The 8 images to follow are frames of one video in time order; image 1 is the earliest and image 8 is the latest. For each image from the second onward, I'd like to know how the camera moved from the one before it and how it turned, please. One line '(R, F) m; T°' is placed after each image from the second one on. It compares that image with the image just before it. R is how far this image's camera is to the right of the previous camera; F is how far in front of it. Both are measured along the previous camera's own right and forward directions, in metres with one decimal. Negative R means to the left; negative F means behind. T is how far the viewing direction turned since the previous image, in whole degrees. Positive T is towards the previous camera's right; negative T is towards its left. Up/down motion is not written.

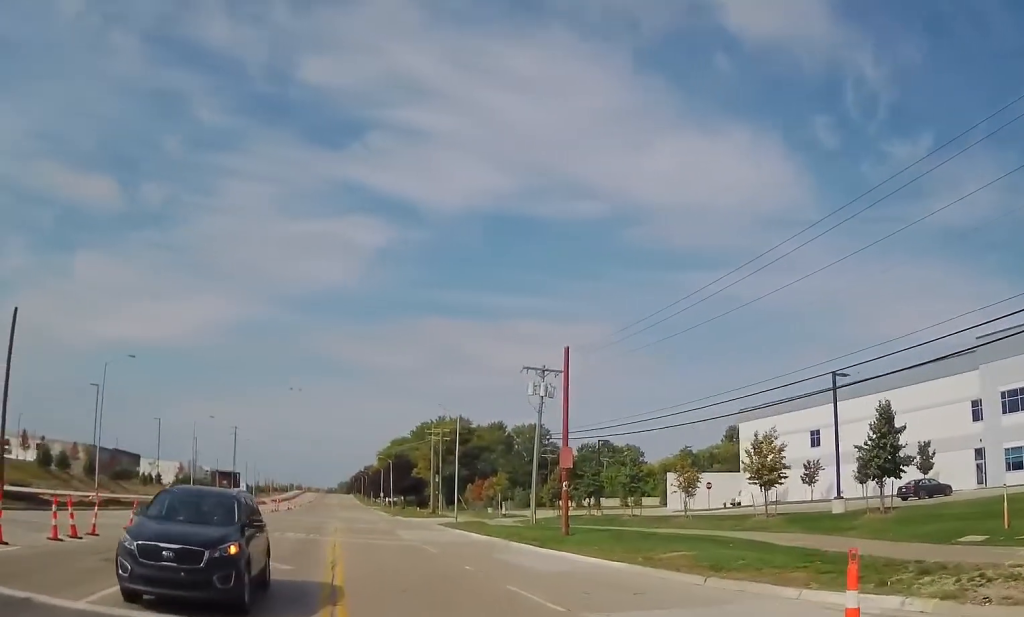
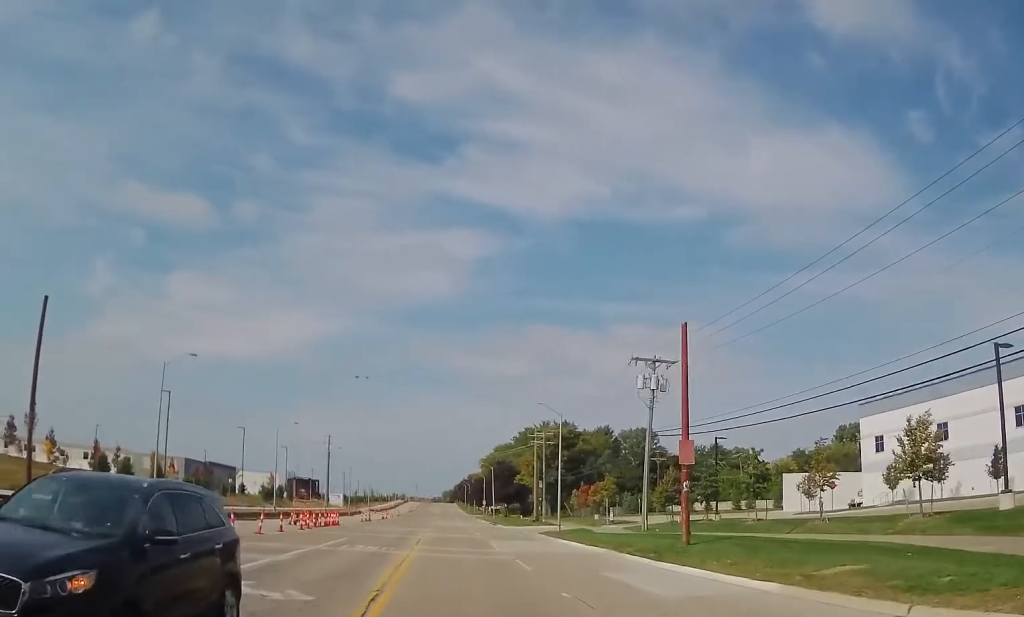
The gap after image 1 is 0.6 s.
(-0.4, +5.3) m; -10°
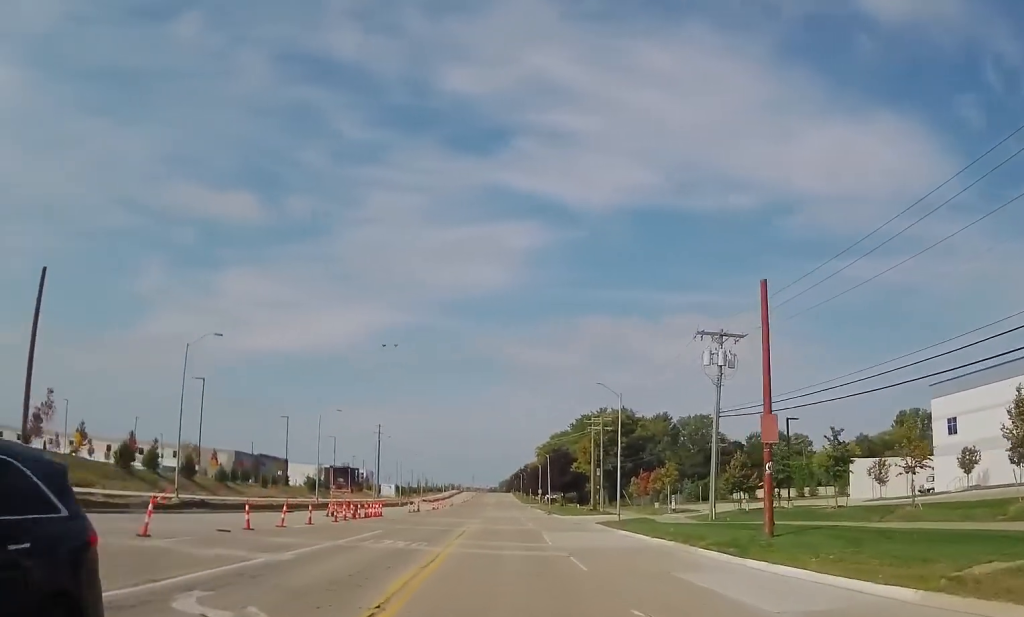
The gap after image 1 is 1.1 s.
(-0.4, +4.2) m; -6°
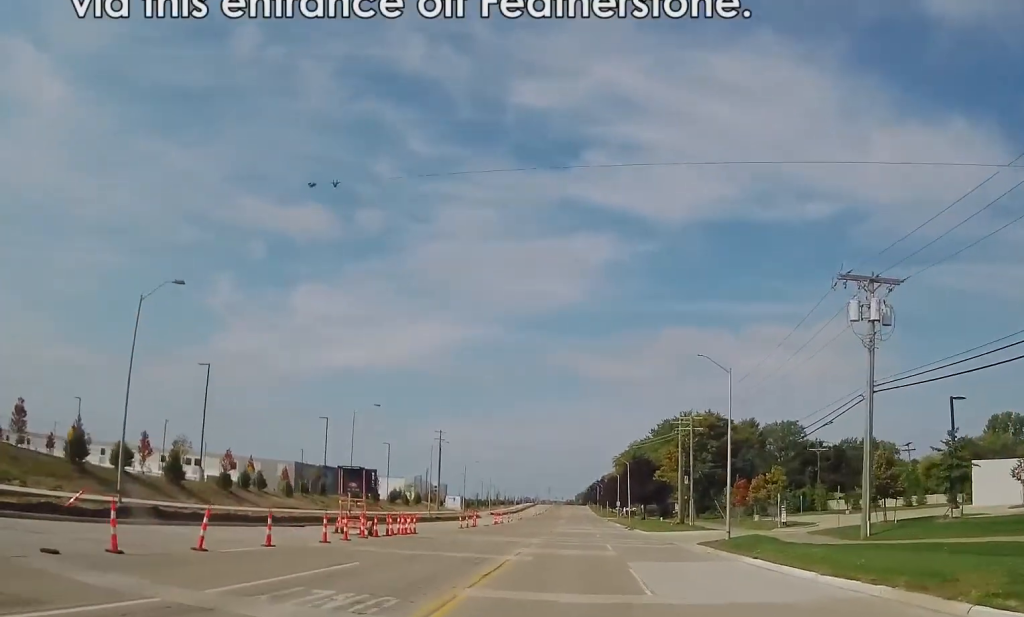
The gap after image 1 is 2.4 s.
(-1.9, +13.1) m; -9°
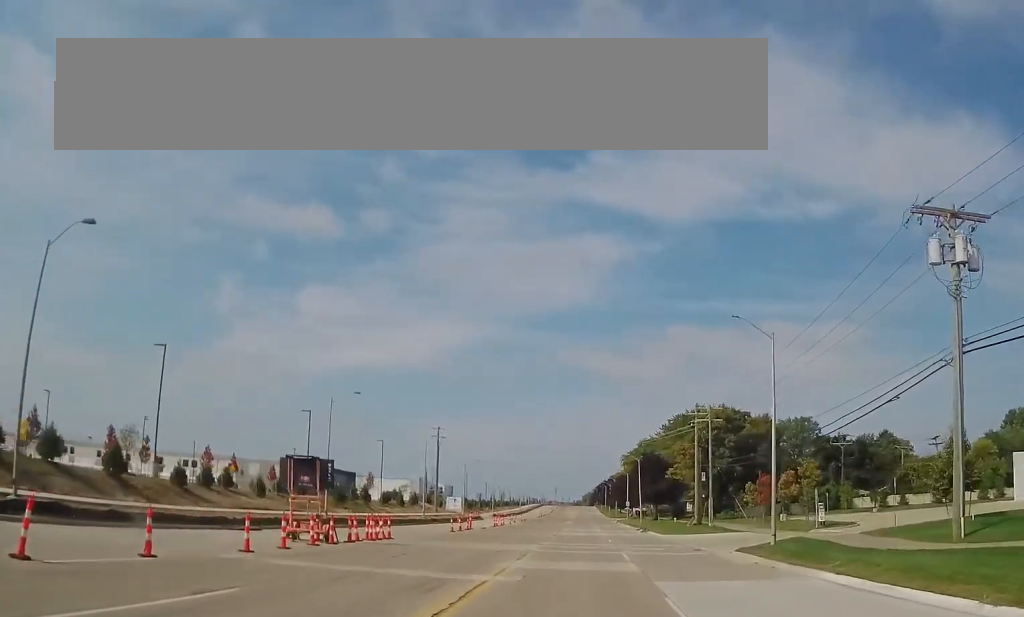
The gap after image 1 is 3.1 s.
(+0.3, +7.9) m; 0°
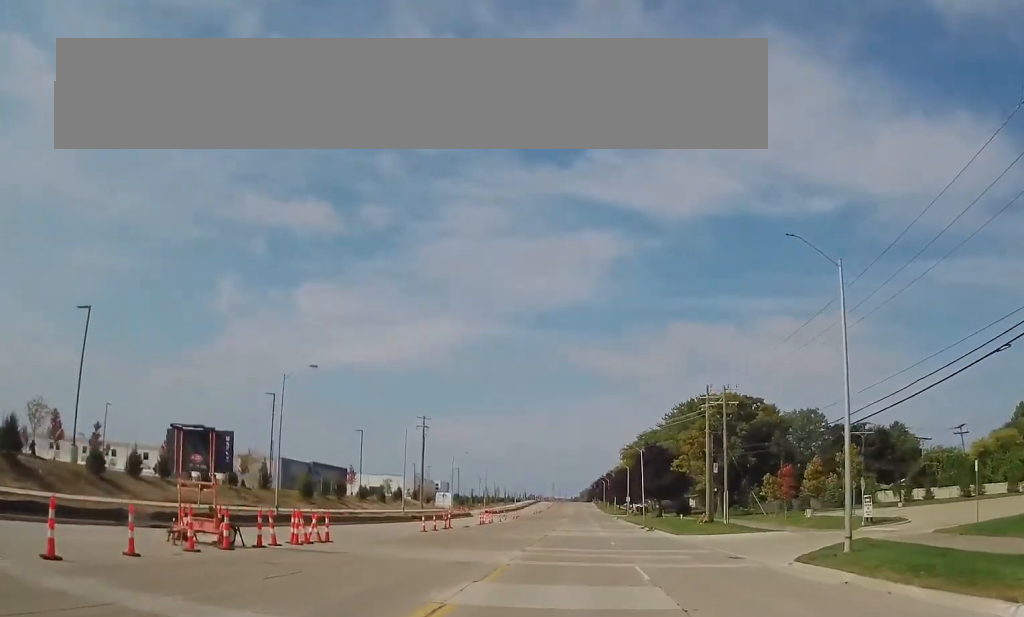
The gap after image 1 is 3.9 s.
(0.0, +9.2) m; -1°
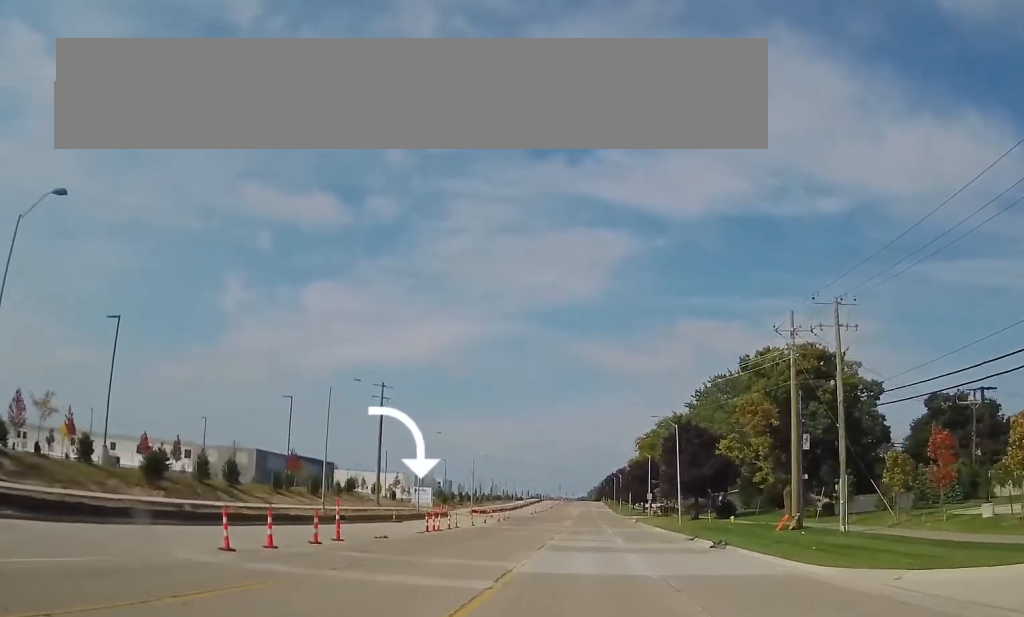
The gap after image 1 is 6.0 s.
(-0.7, +27.5) m; -1°
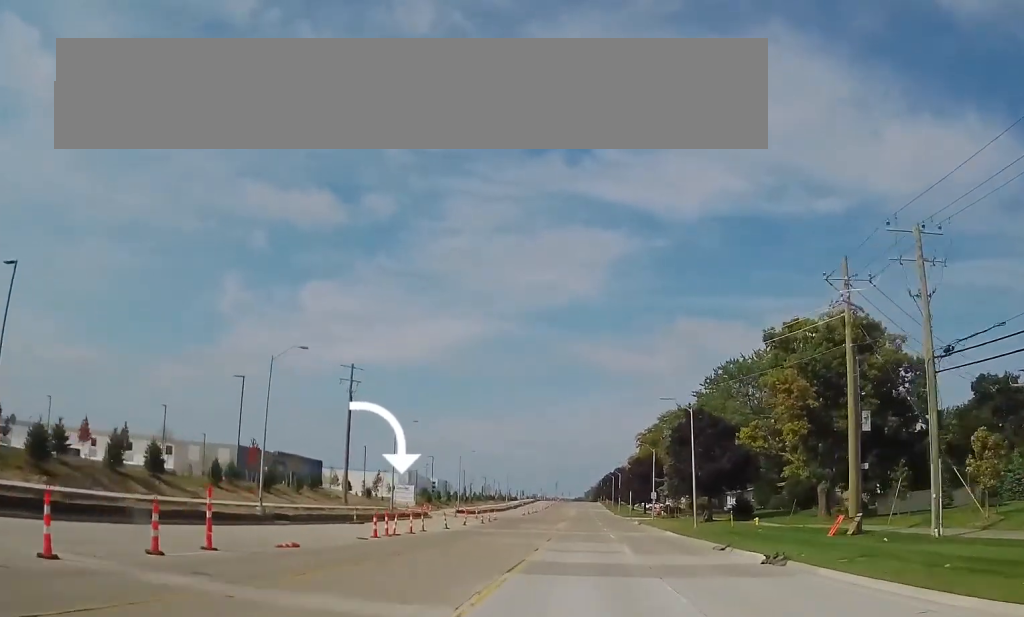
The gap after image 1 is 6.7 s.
(0.0, +10.2) m; +1°
